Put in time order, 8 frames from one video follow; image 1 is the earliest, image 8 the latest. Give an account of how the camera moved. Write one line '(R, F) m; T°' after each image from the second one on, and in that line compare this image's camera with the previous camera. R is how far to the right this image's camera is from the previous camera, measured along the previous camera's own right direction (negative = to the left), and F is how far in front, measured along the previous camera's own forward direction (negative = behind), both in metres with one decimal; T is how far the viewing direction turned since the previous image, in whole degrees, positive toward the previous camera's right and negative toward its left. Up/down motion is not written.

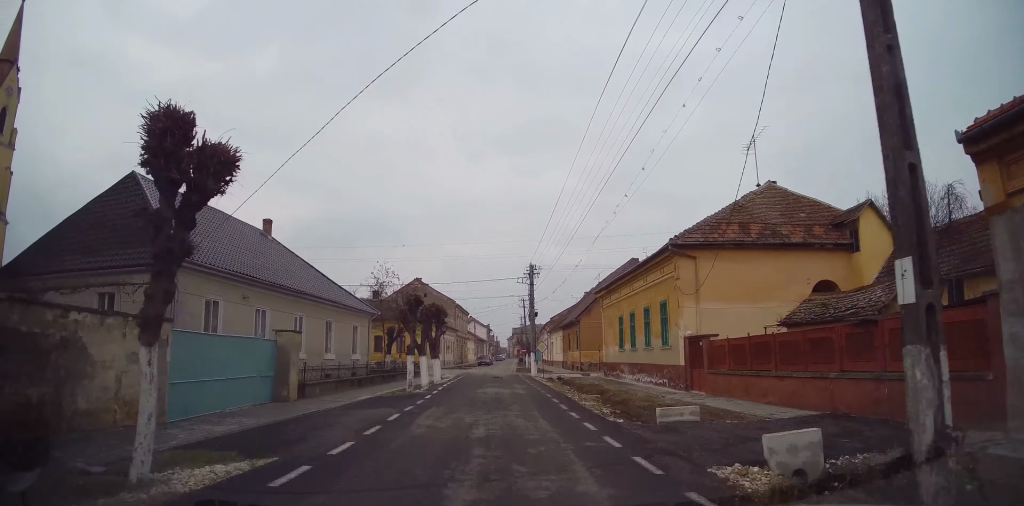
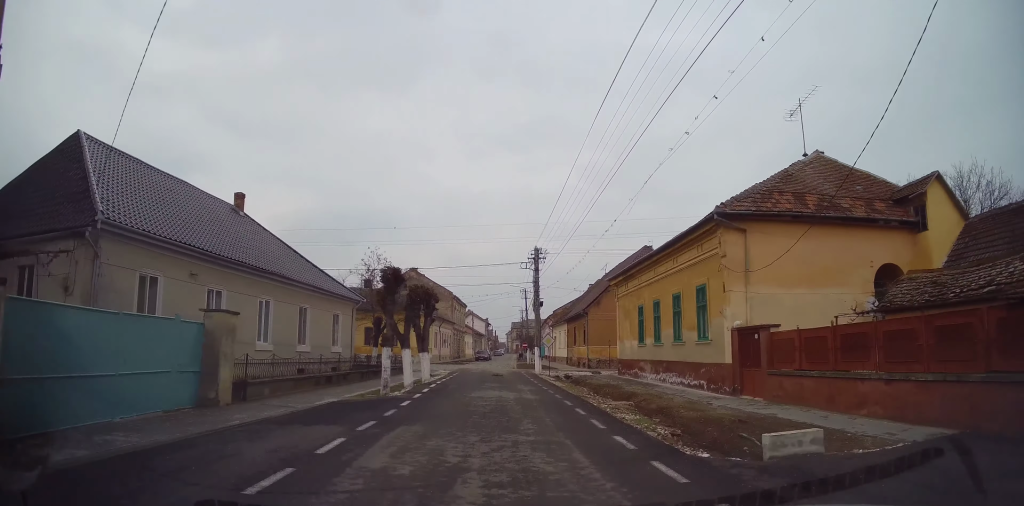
(0.0, +4.7) m; +2°
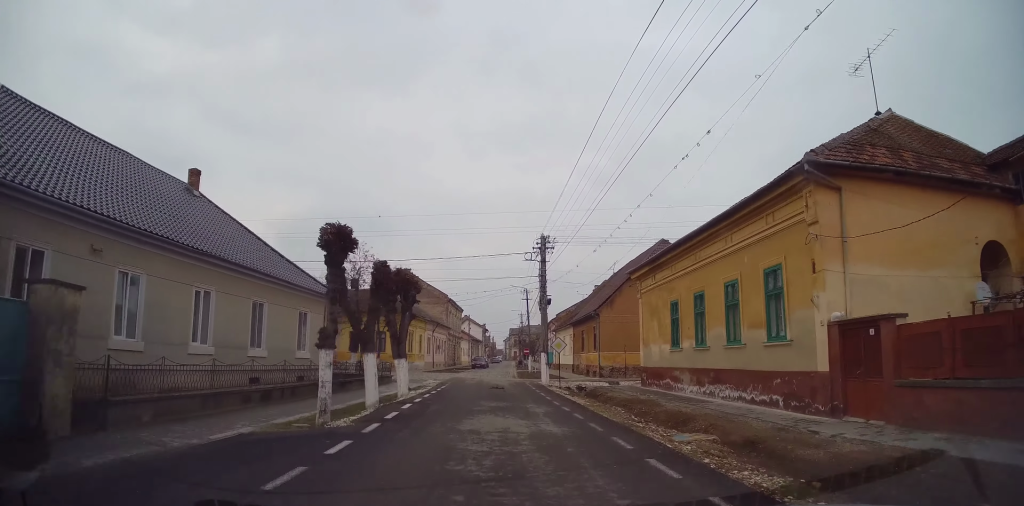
(+0.2, +5.8) m; 0°
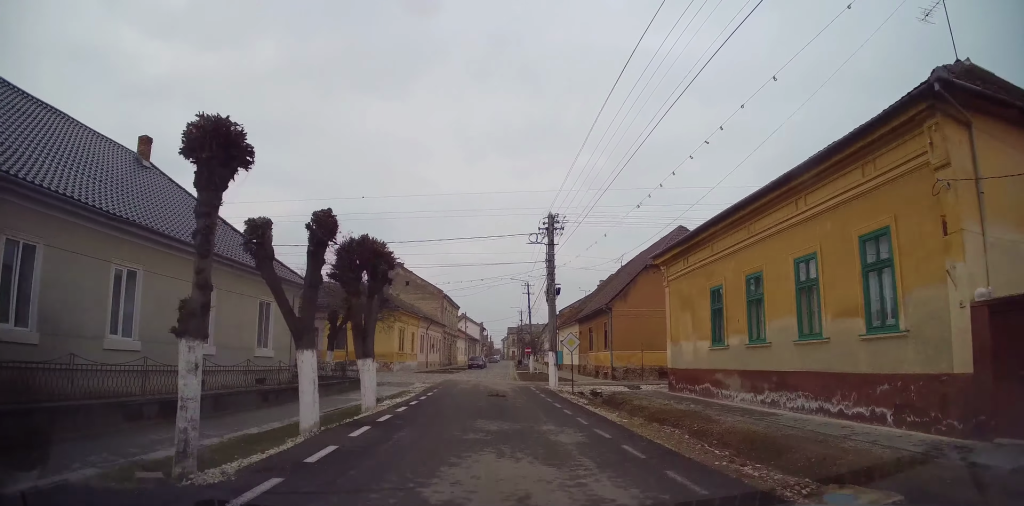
(0.0, +4.8) m; 0°
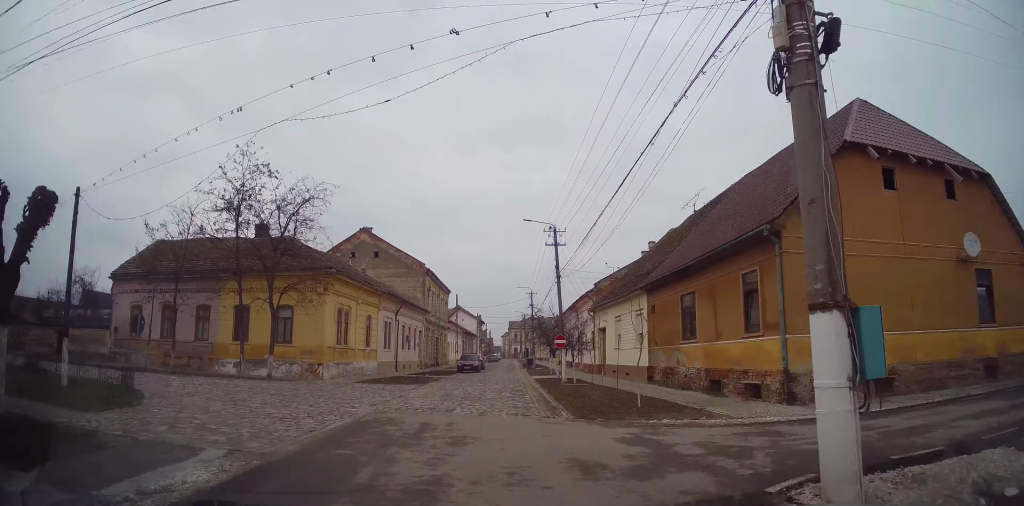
(+0.2, +21.3) m; +1°
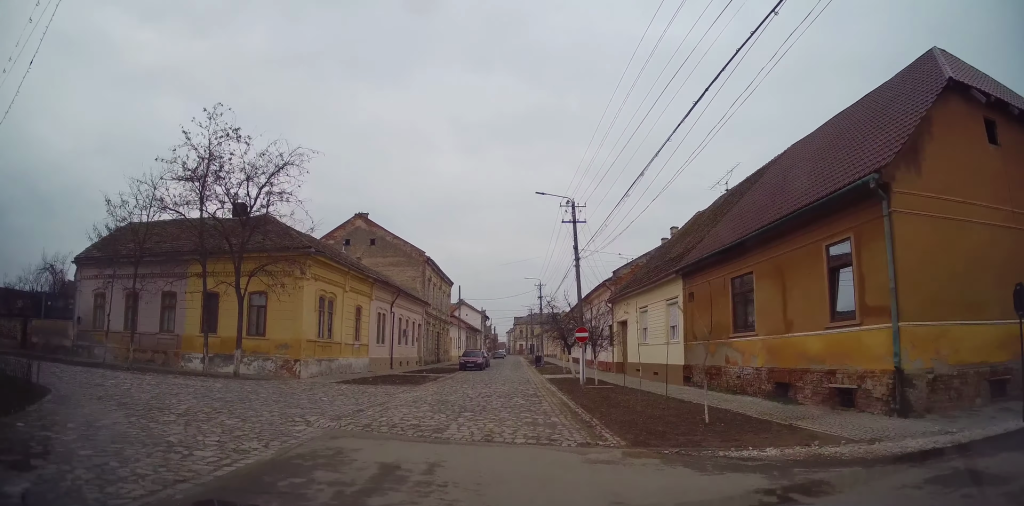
(-0.1, +5.2) m; -1°
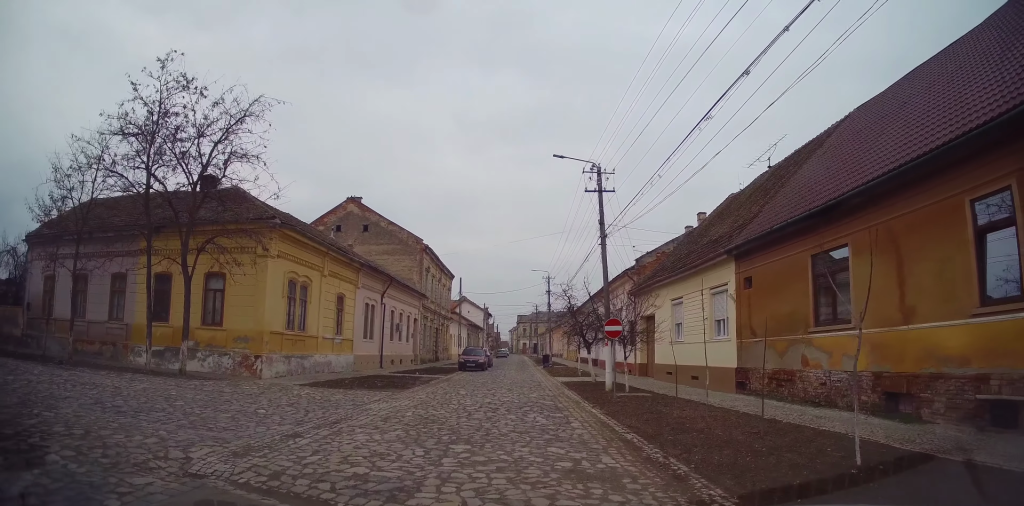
(-0.2, +5.5) m; -2°
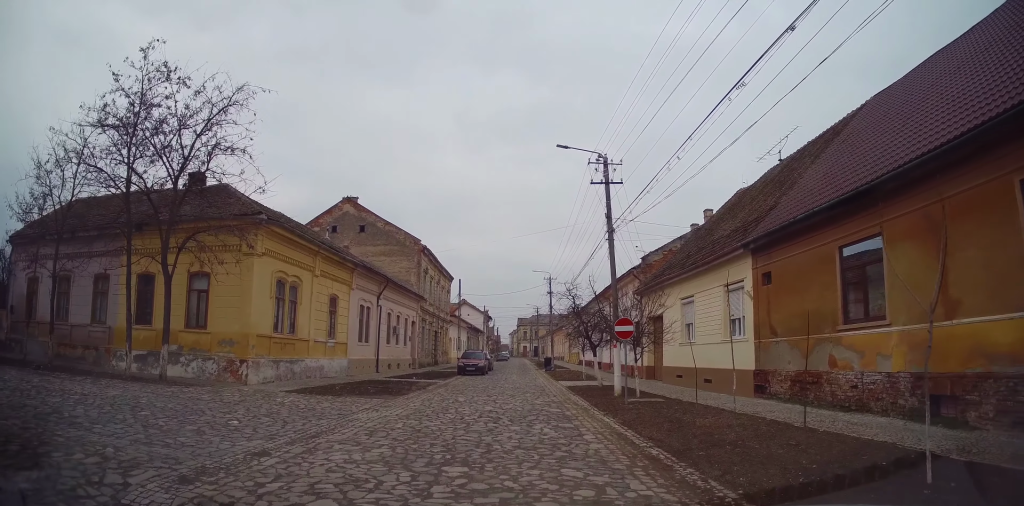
(0.0, +2.1) m; -1°
